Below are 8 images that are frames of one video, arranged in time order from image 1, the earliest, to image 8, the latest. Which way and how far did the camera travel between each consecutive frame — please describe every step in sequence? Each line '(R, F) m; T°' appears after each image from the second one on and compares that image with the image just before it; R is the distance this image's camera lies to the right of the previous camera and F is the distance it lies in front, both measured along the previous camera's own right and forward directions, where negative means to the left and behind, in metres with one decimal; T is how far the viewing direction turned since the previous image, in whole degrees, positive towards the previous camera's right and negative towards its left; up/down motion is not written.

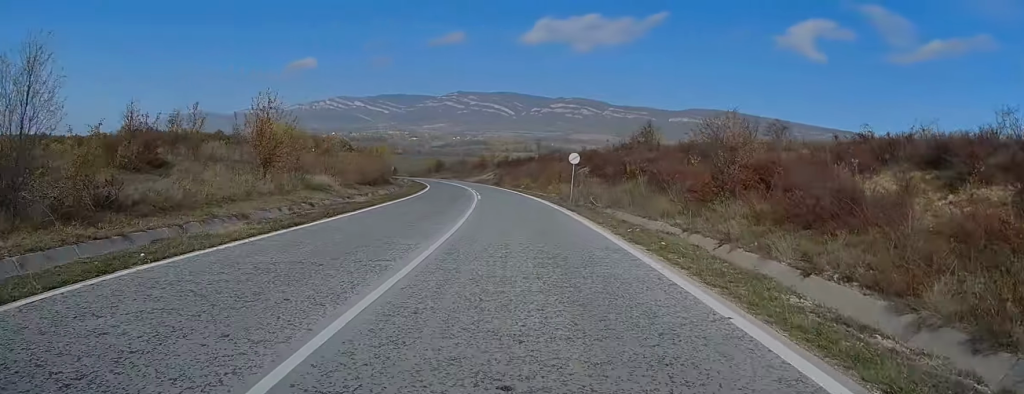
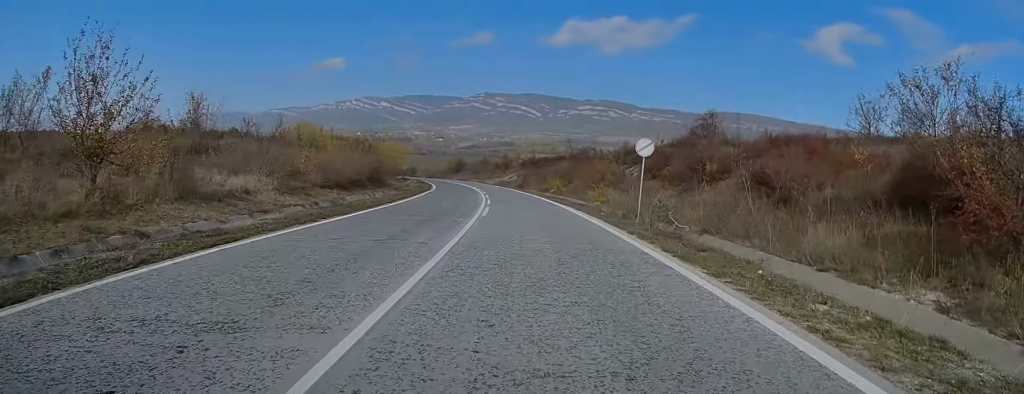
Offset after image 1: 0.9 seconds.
(-0.4, +15.7) m; -3°
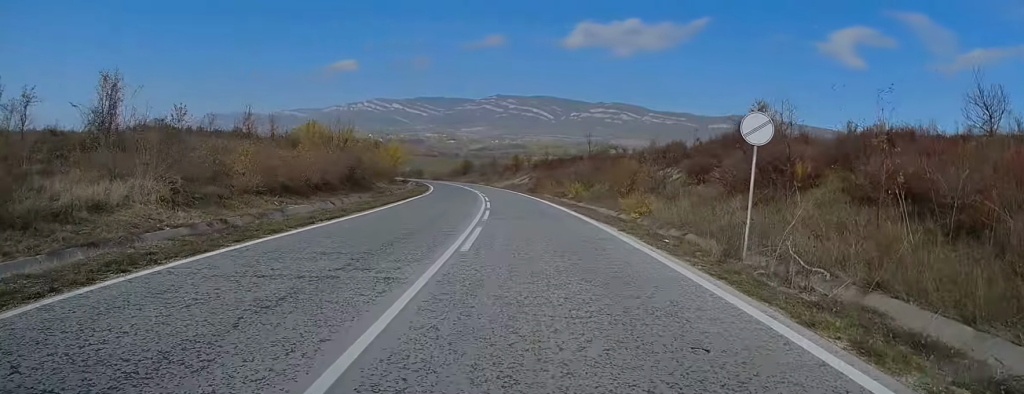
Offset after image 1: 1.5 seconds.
(-0.2, +10.7) m; -2°
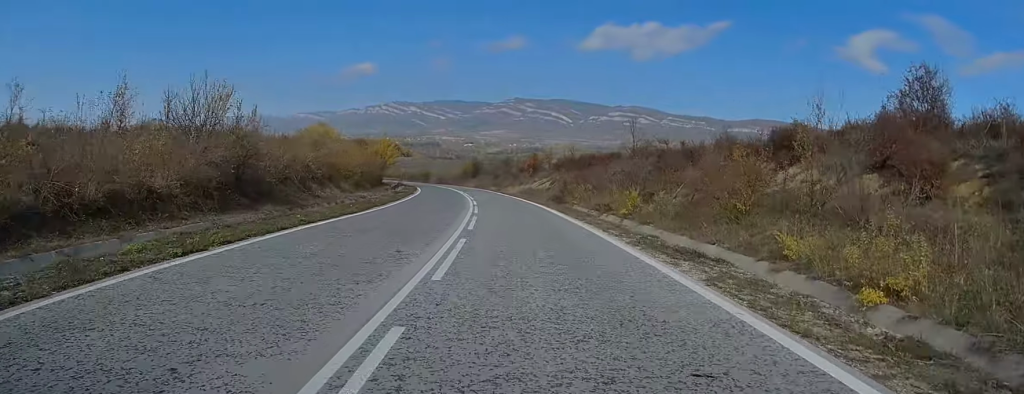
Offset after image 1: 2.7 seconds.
(-0.4, +20.7) m; -2°
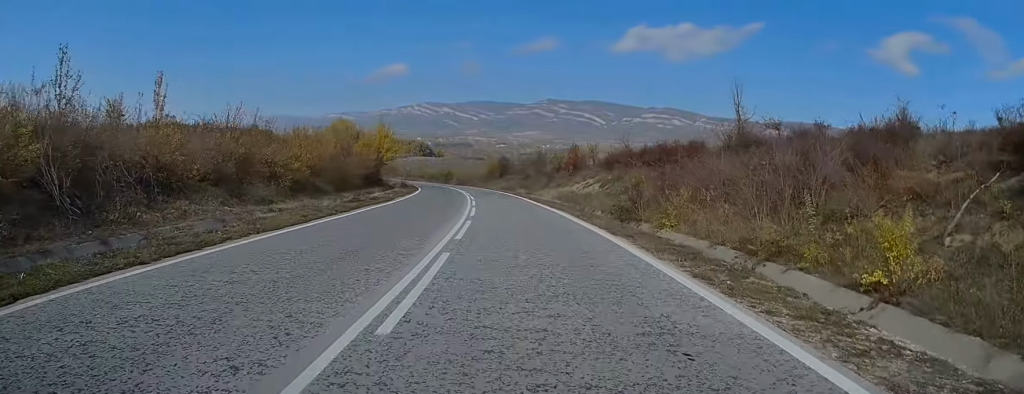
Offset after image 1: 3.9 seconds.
(-0.2, +20.8) m; -2°
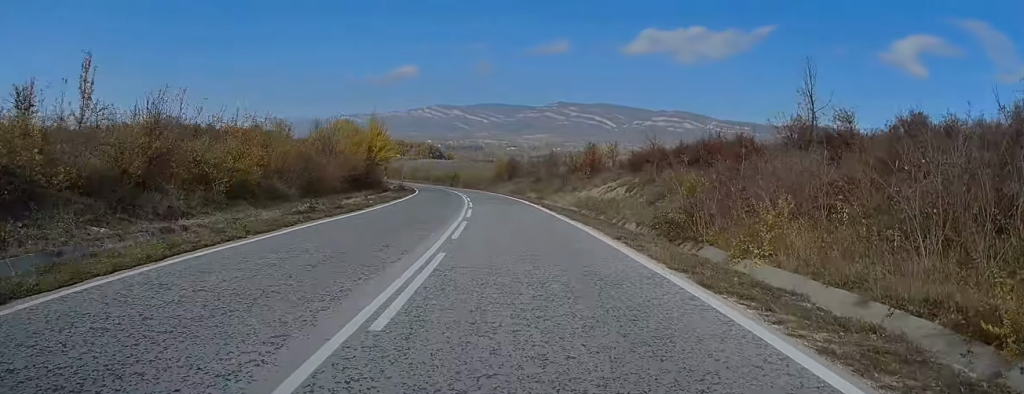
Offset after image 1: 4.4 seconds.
(-0.1, +8.3) m; -1°
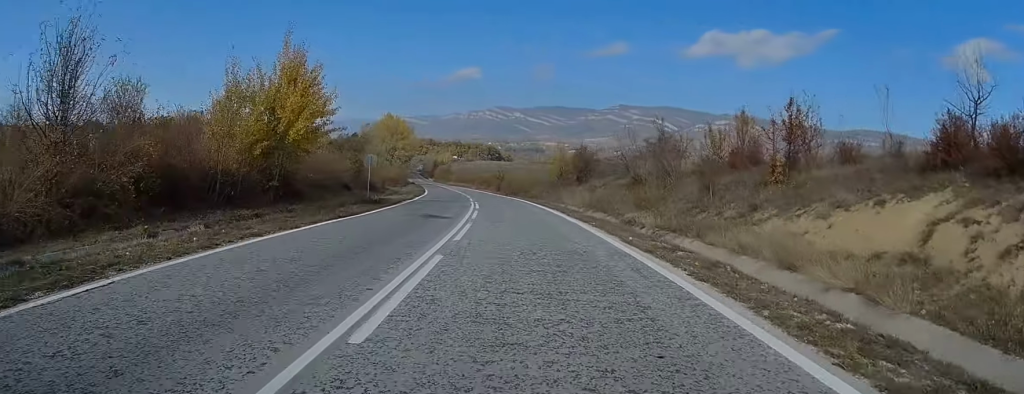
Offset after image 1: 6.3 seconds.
(-1.4, +34.8) m; -5°
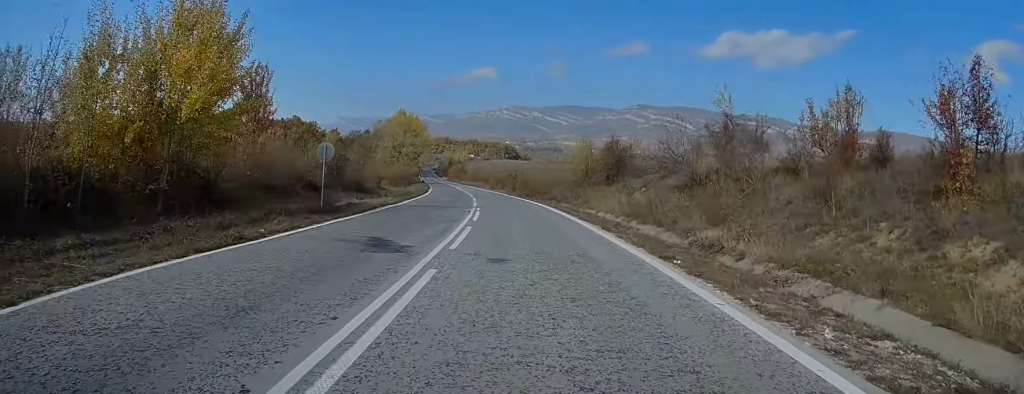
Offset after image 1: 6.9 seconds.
(-0.3, +11.1) m; -1°
